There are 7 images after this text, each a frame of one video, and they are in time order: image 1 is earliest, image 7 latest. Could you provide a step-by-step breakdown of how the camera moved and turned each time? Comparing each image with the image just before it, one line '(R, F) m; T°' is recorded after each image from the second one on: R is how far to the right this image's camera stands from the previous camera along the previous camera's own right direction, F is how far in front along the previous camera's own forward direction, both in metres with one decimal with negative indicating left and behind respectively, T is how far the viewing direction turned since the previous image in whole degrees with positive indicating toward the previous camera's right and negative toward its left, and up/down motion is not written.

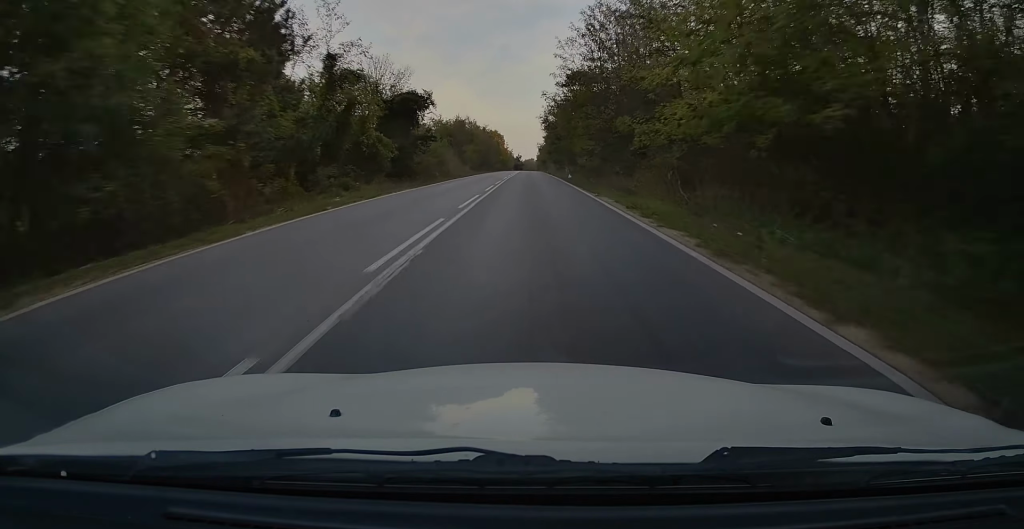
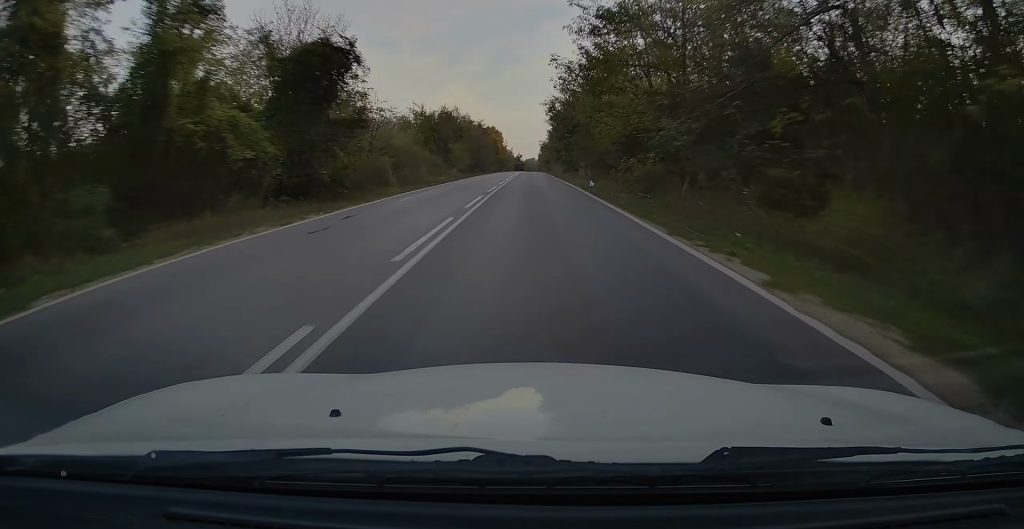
(0.0, +17.2) m; 0°
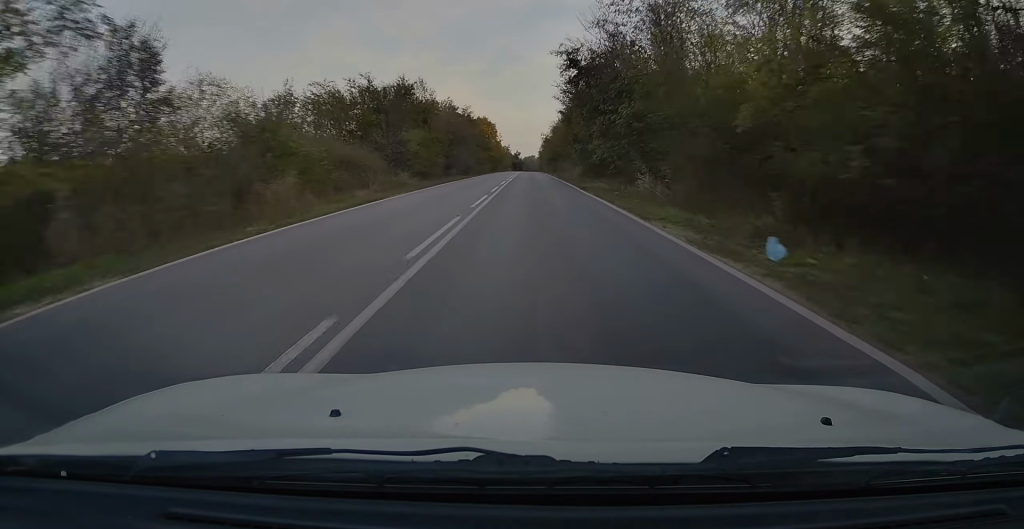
(-0.1, +26.6) m; 0°
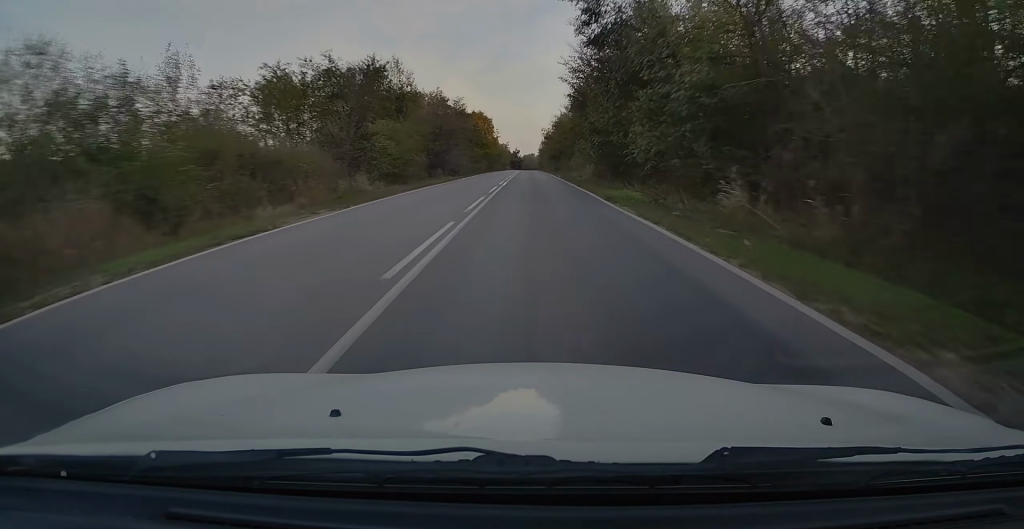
(-0.2, +10.3) m; 0°
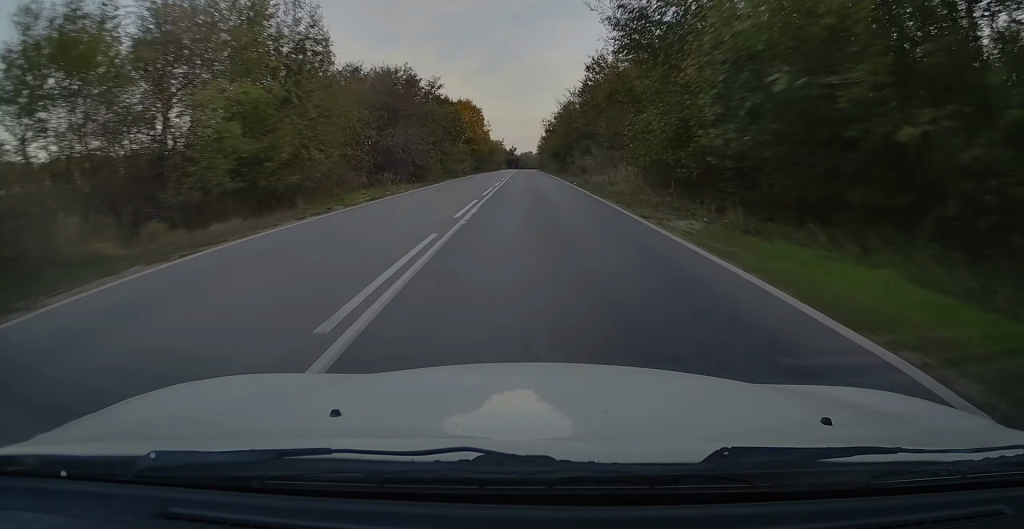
(+0.4, +20.1) m; 0°
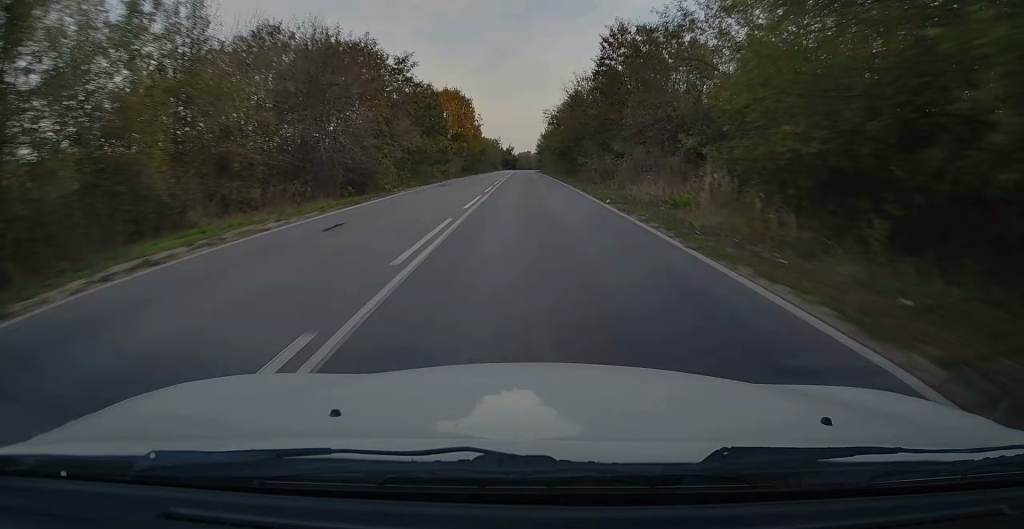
(+0.1, +14.9) m; 0°
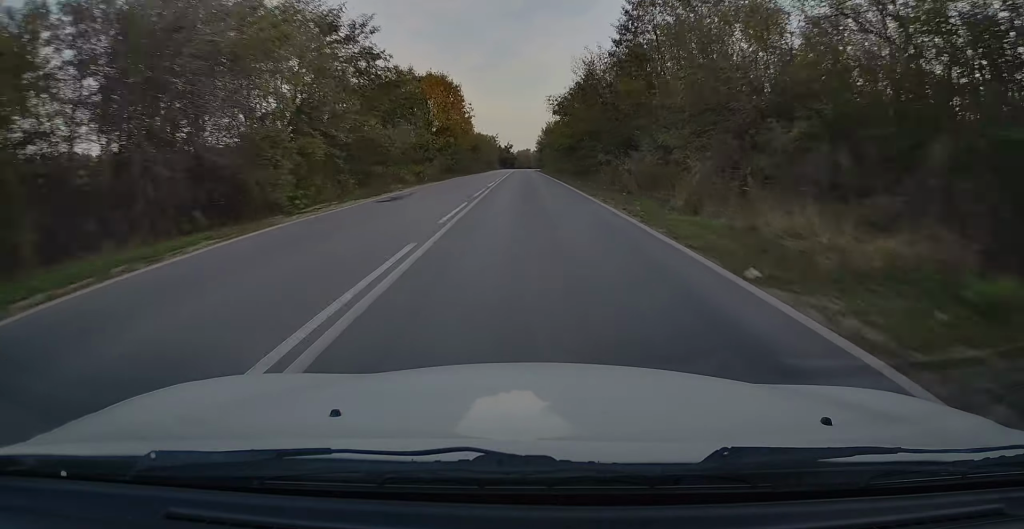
(-0.1, +13.2) m; 0°
